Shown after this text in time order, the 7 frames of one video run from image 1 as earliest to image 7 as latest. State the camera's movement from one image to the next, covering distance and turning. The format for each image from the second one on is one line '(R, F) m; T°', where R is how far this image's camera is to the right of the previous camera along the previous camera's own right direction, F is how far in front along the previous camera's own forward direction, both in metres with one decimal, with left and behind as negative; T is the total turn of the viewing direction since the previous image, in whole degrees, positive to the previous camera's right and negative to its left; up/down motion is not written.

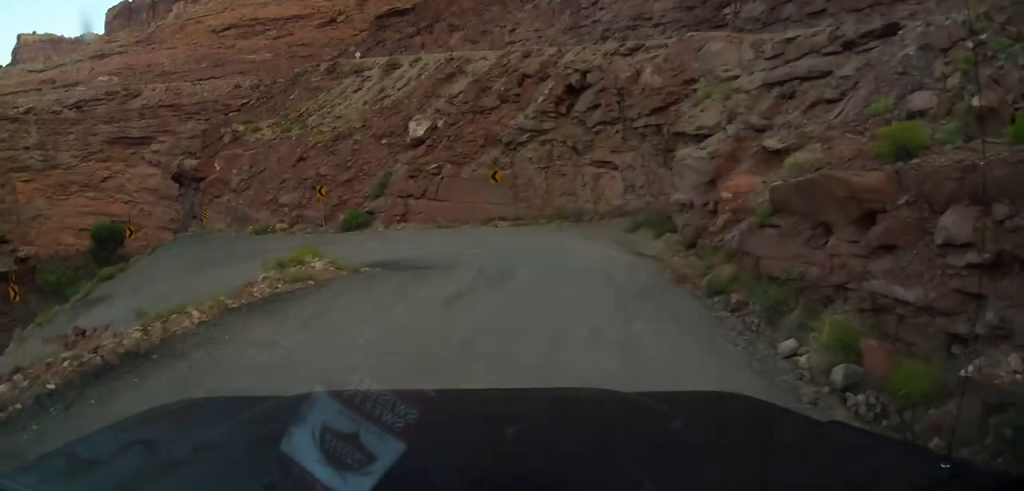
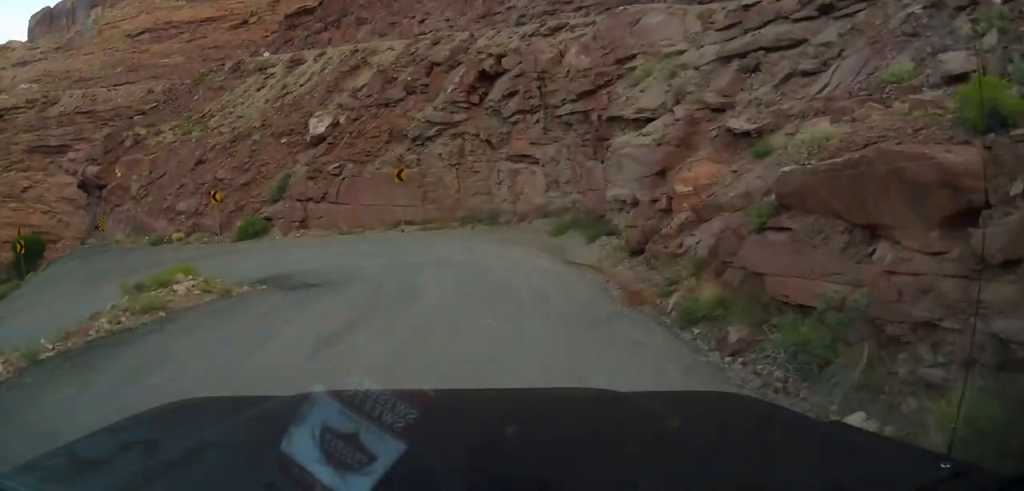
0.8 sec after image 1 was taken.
(0.0, +3.7) m; -1°
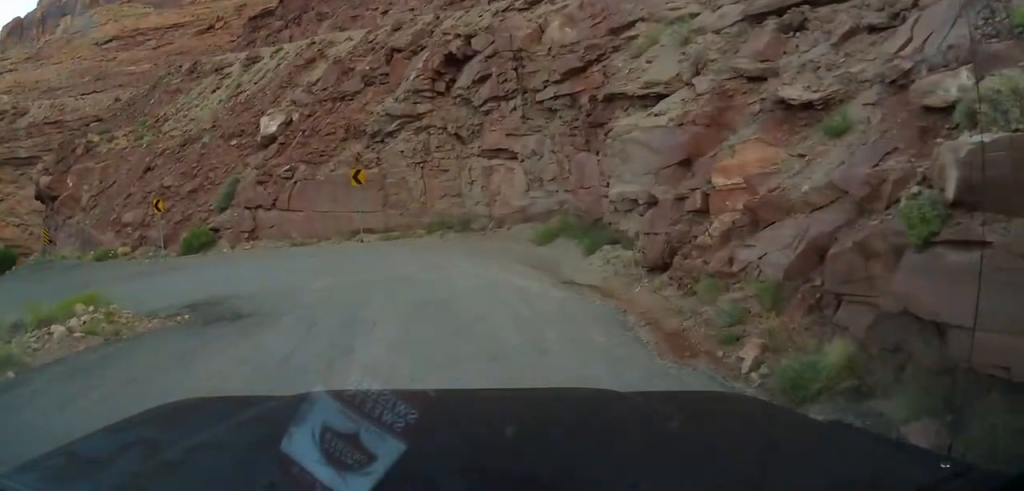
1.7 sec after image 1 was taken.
(-0.1, +4.0) m; -3°
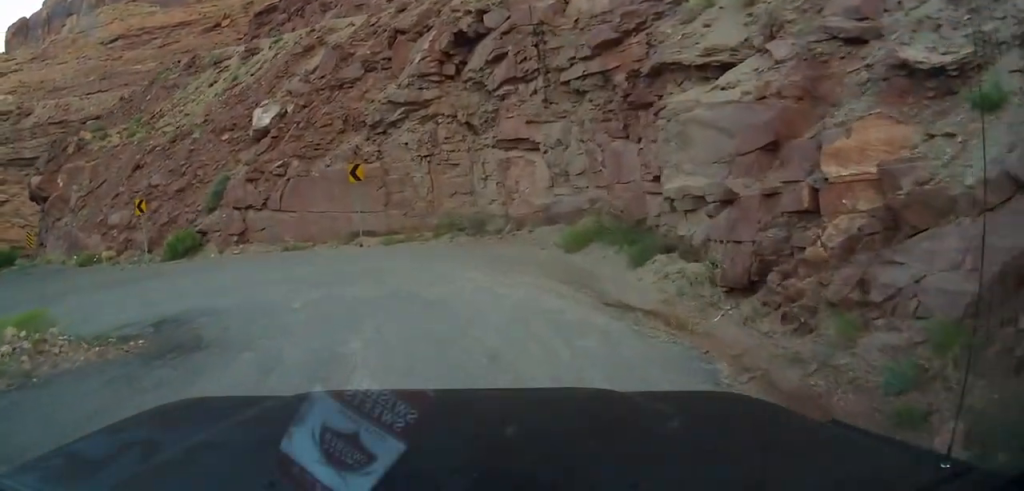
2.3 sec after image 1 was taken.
(-0.1, +3.1) m; -4°
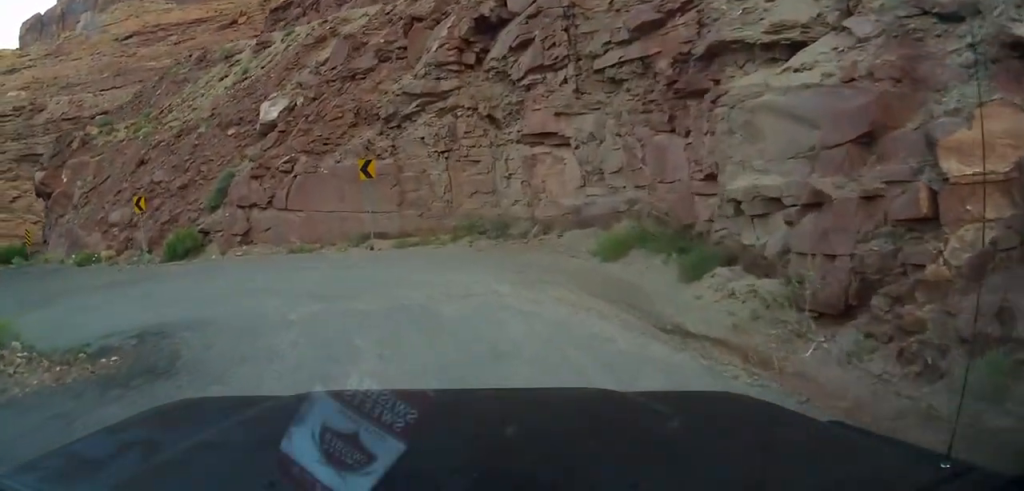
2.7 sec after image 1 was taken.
(0.0, +1.9) m; -5°
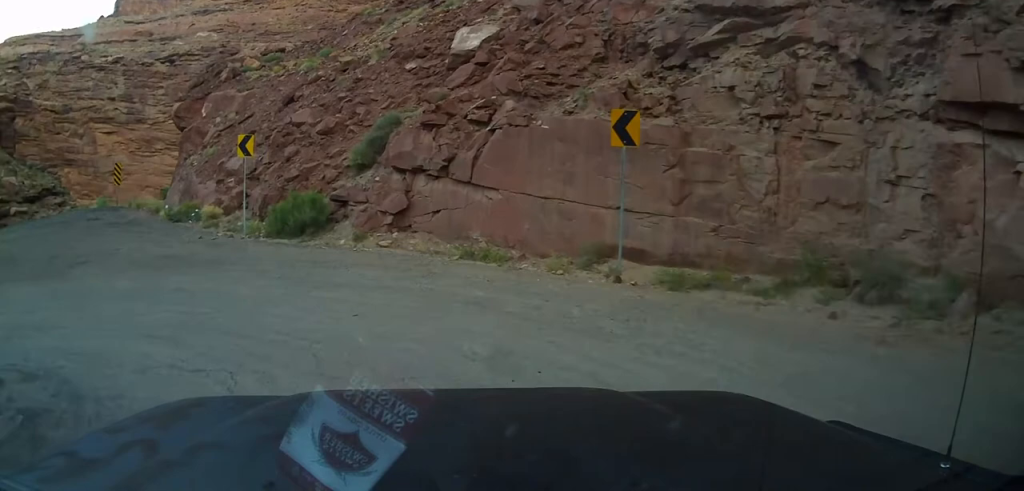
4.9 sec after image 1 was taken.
(-2.4, +9.4) m; -30°
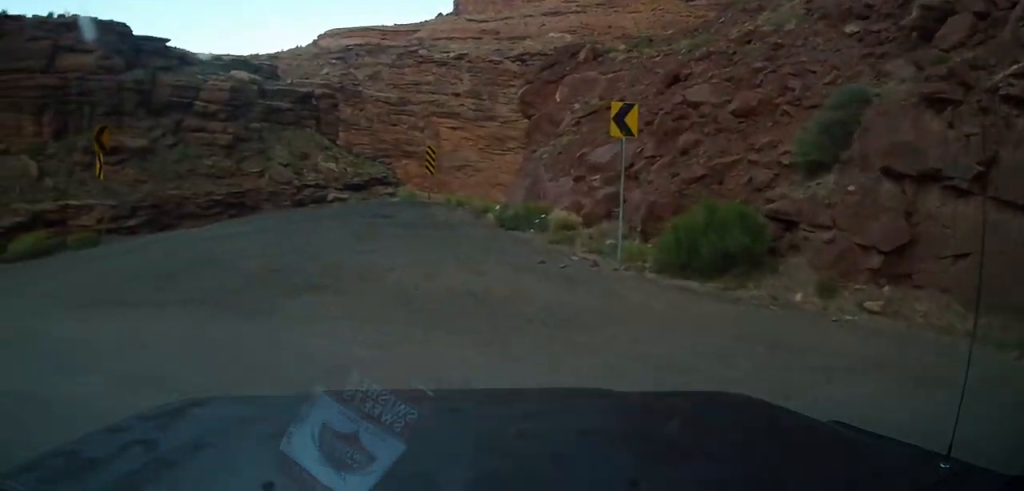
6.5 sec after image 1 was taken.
(-2.0, +5.8) m; -38°
